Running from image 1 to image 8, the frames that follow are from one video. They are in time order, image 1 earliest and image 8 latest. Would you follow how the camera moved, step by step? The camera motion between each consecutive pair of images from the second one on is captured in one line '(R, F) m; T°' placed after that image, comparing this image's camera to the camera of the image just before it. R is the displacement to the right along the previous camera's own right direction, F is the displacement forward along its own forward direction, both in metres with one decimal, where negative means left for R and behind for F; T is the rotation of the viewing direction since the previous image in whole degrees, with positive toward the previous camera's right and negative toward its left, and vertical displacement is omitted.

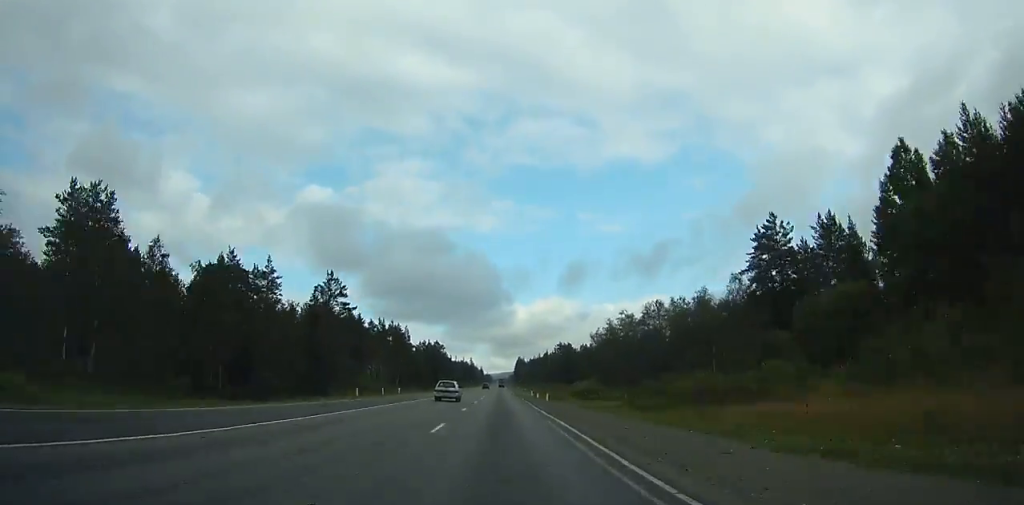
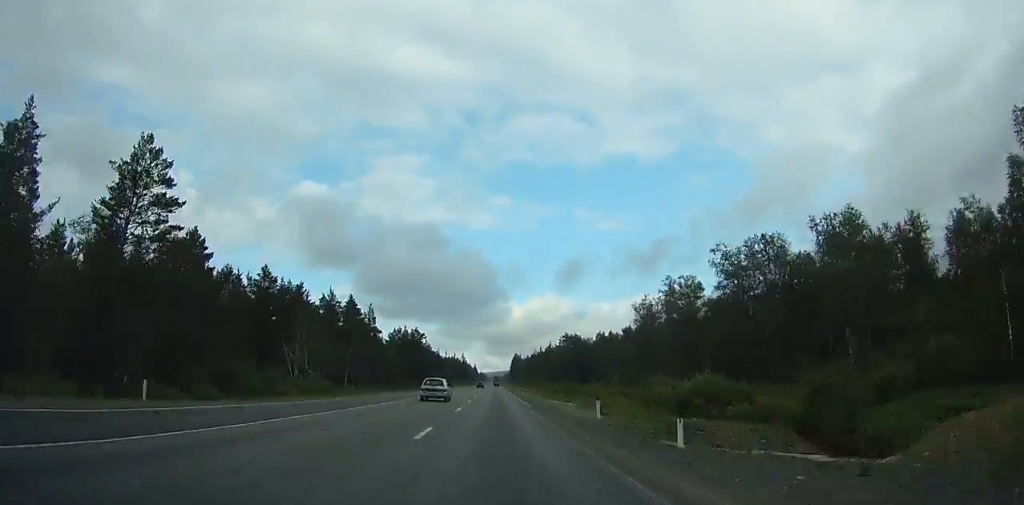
(+0.2, +49.7) m; +3°
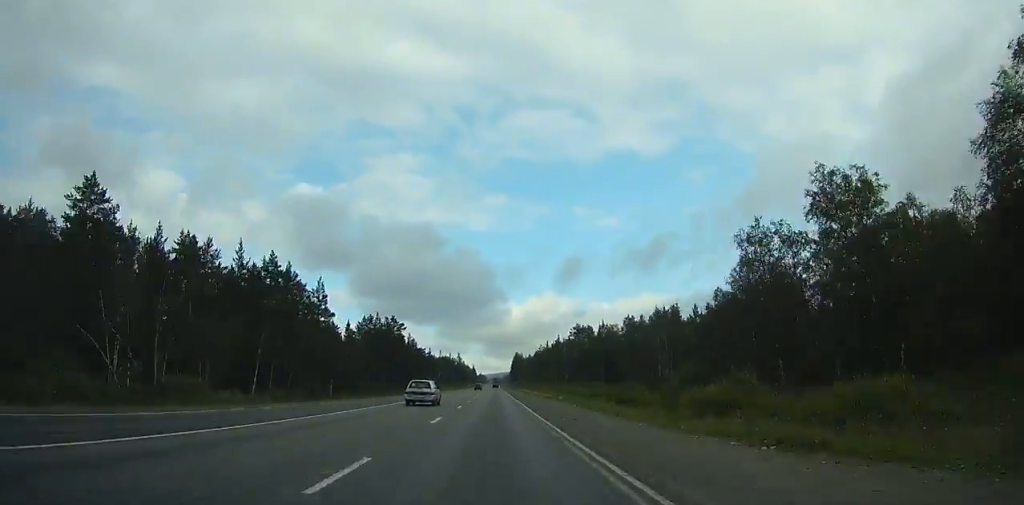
(-1.0, +41.4) m; +2°
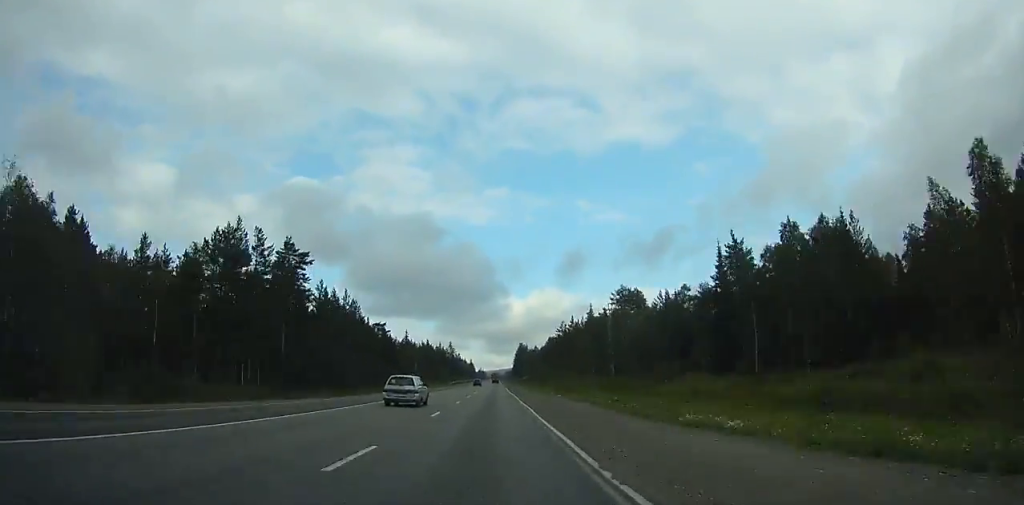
(+5.3, +83.5) m; -5°
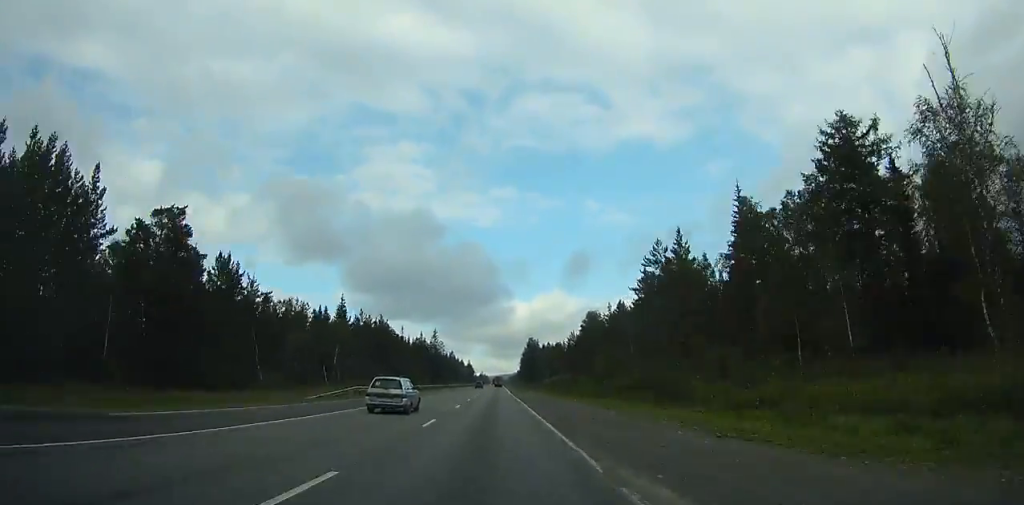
(-12.0, +98.9) m; -3°
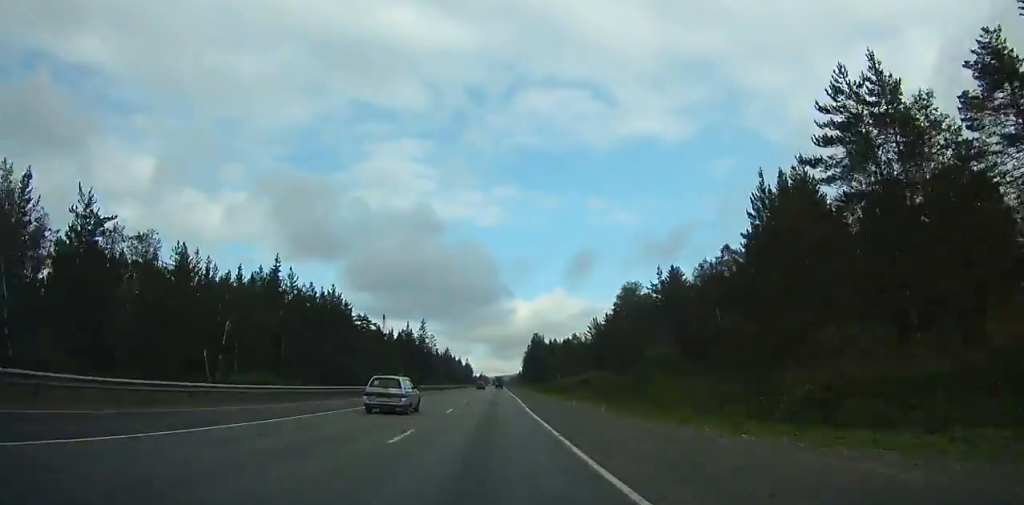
(+2.1, +41.1) m; +2°
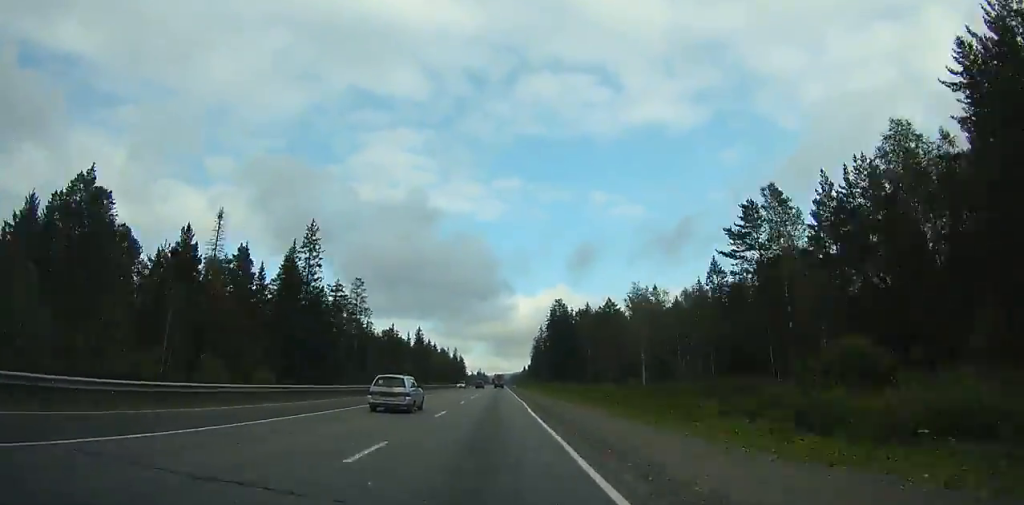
(+2.8, +122.2) m; +1°
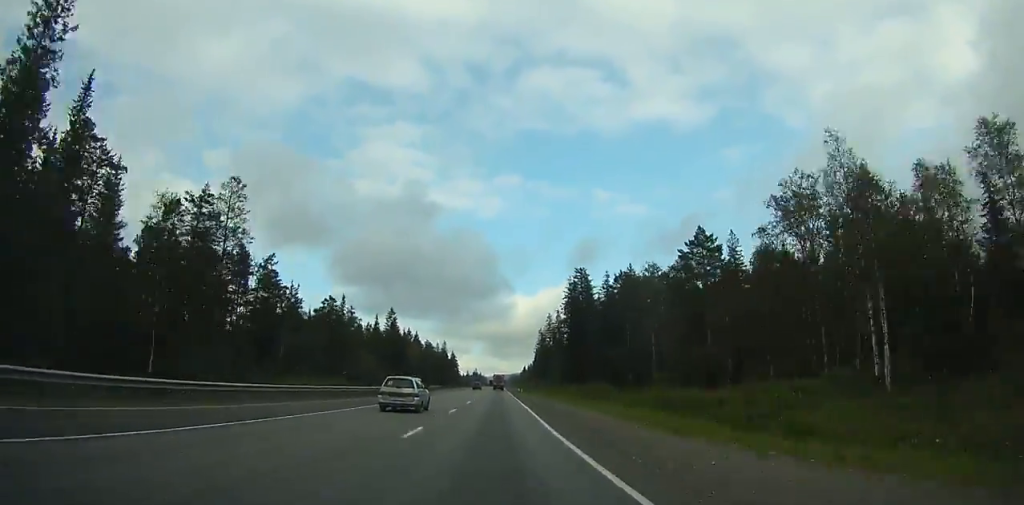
(-0.2, +56.4) m; 0°
